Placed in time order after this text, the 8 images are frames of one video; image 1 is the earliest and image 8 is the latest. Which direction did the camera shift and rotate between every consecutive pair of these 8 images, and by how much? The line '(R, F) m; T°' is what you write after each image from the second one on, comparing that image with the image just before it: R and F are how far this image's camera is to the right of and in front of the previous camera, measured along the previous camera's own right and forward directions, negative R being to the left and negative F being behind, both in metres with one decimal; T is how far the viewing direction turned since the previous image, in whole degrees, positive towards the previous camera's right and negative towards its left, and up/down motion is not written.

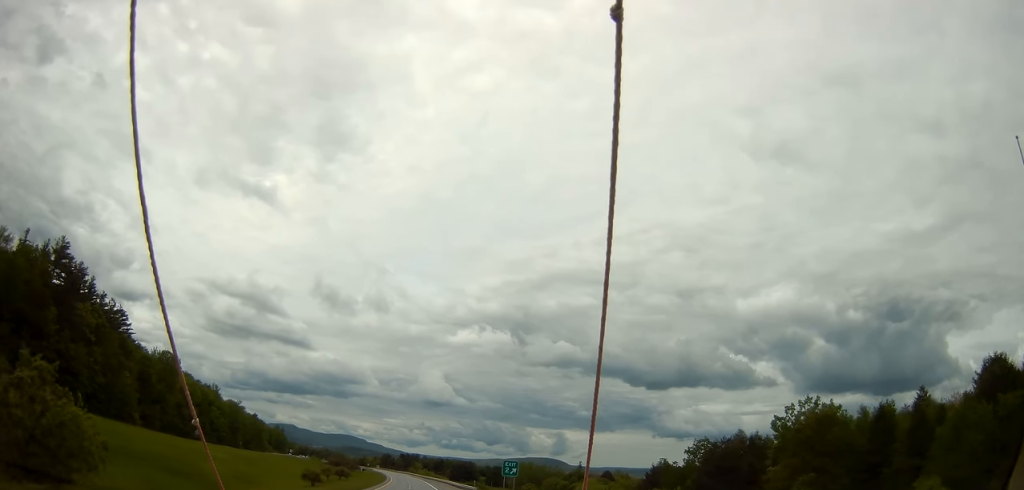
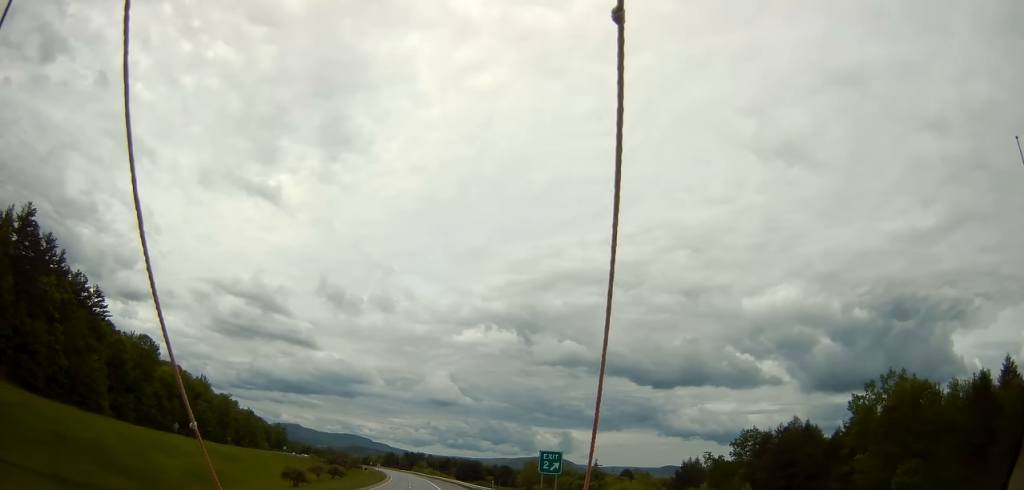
(-0.1, +17.4) m; 0°
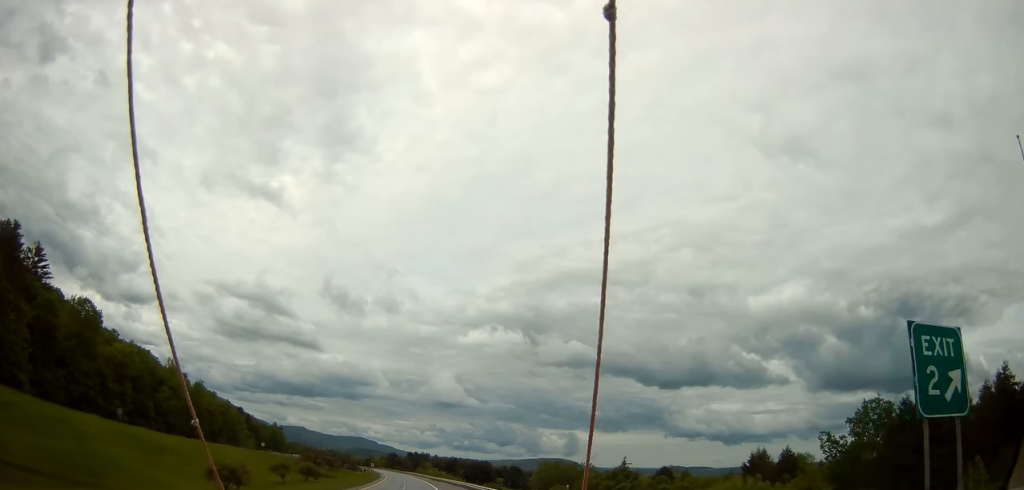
(-0.1, +32.2) m; -1°
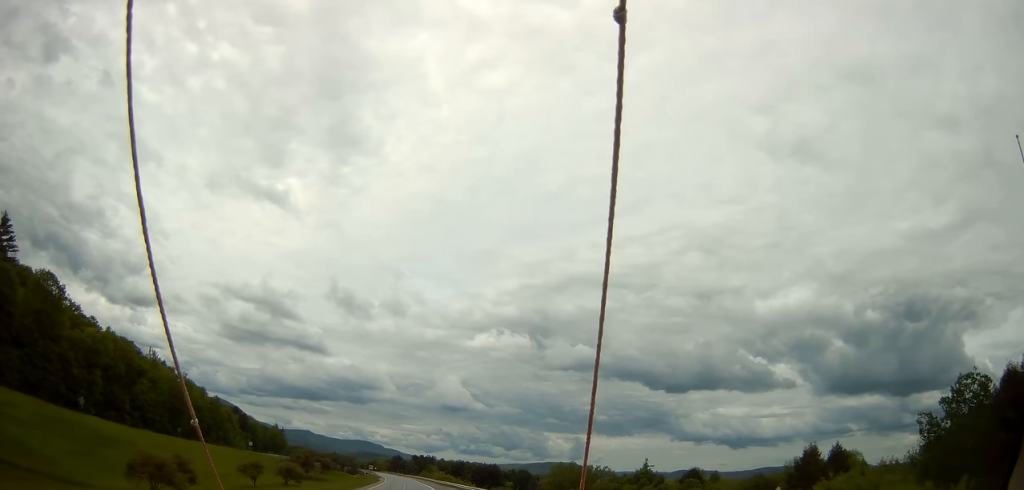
(-0.2, +17.3) m; 0°
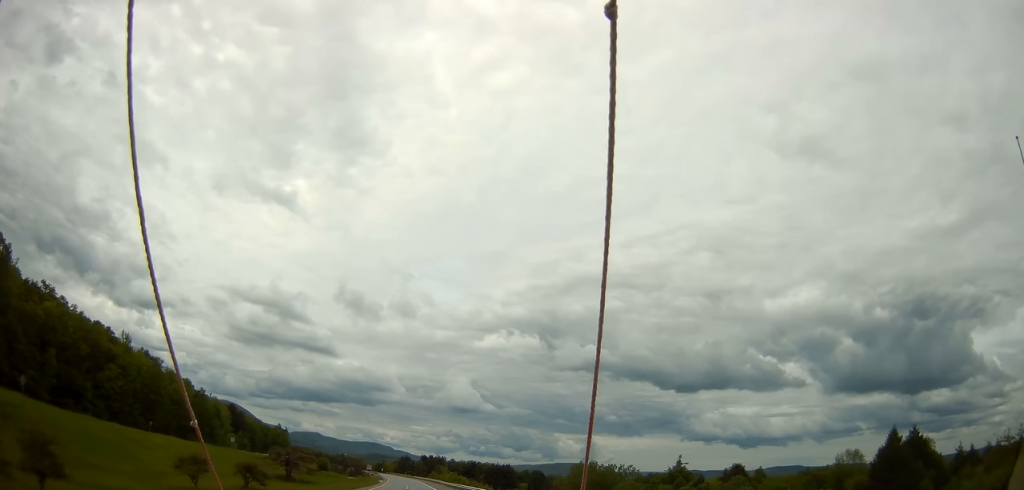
(-0.1, +21.6) m; -1°
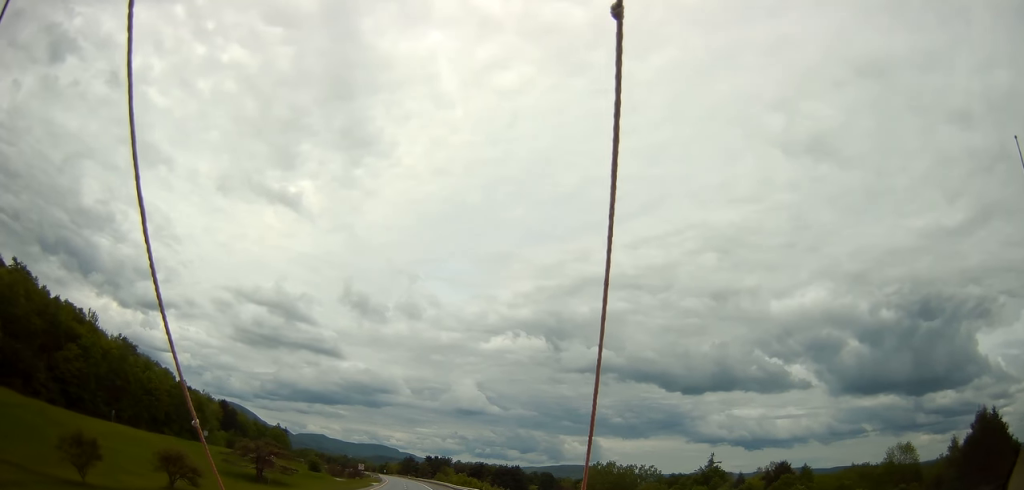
(0.0, +19.7) m; -1°
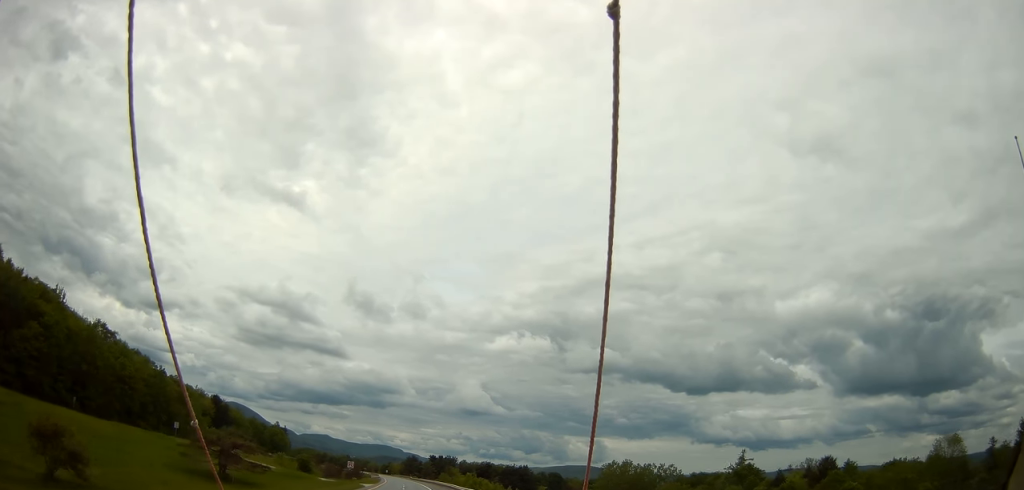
(-0.3, +16.1) m; -1°
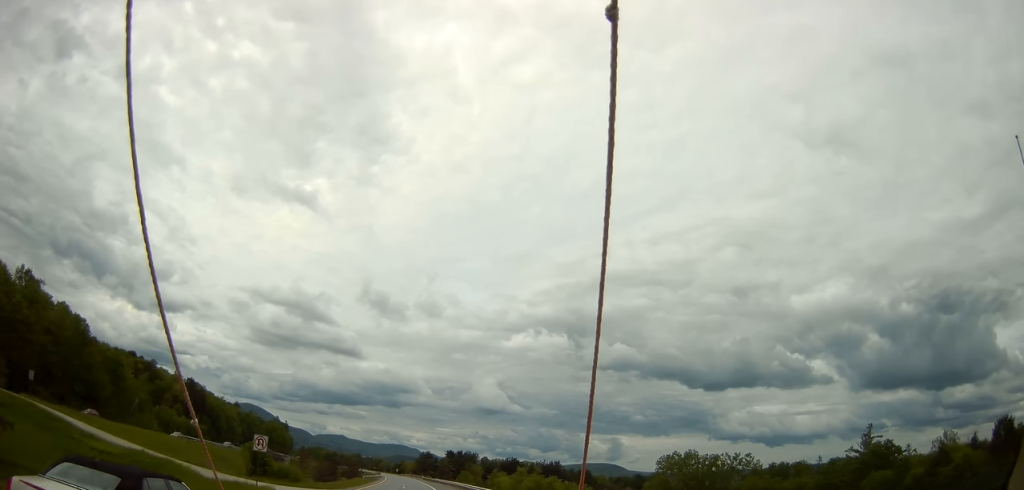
(-0.4, +46.3) m; -2°
